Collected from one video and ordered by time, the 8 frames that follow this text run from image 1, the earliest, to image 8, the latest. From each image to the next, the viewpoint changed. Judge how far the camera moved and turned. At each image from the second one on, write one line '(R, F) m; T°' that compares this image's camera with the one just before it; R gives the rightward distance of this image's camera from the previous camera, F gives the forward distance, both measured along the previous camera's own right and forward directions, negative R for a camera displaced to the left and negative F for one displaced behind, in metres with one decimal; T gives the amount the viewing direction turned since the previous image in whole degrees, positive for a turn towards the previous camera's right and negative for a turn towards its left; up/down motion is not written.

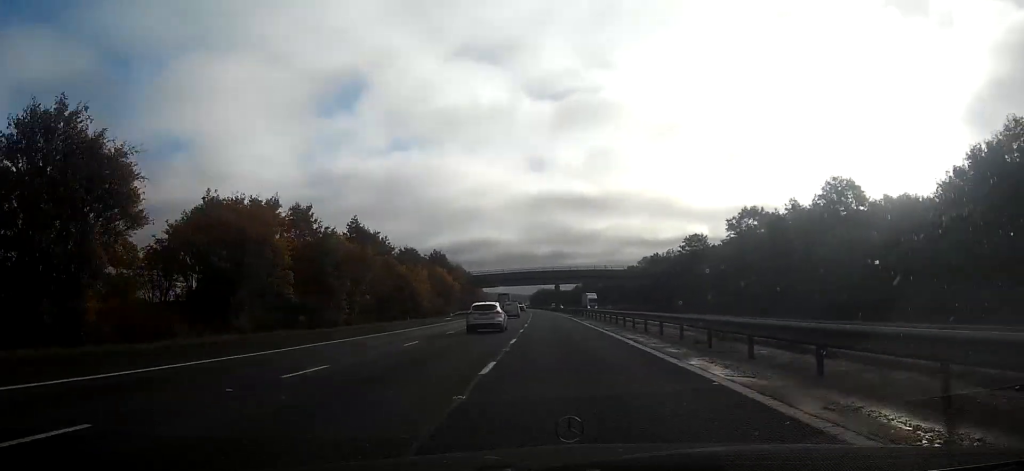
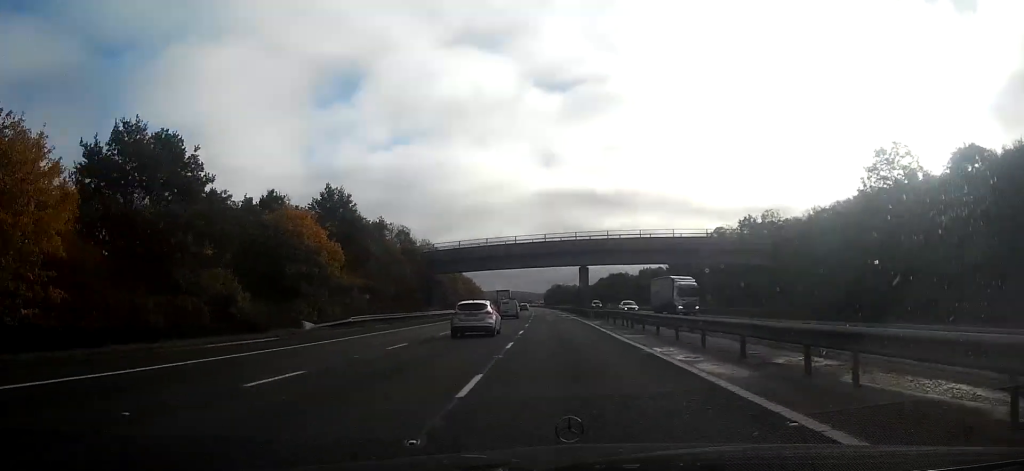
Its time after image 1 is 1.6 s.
(-1.2, +57.2) m; -2°
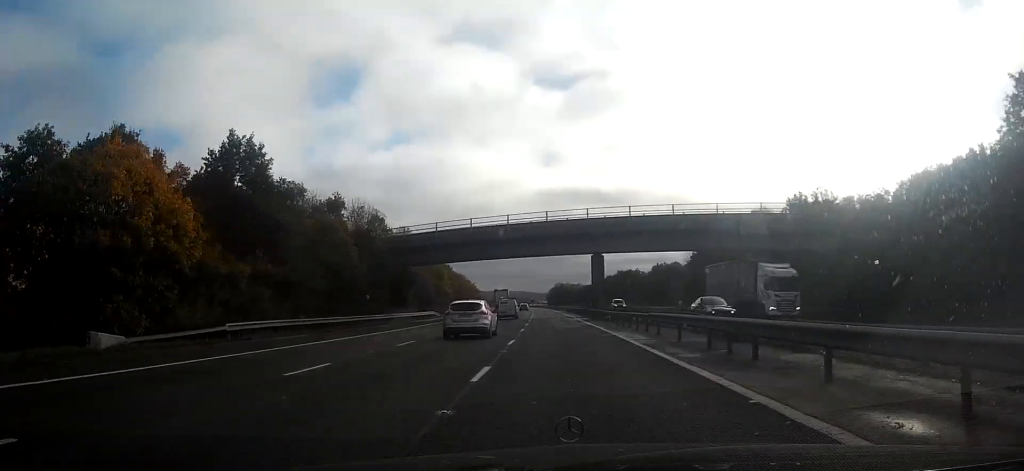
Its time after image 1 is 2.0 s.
(0.0, +16.9) m; 0°
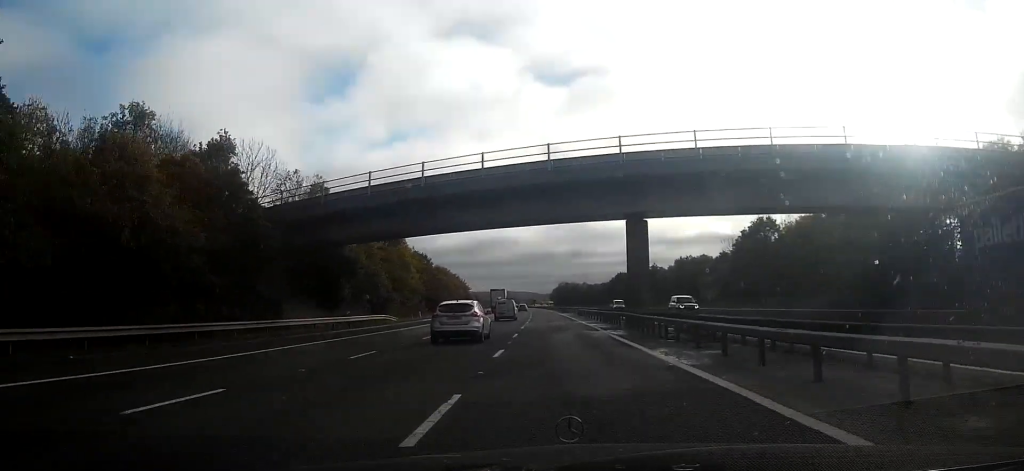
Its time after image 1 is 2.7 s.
(0.0, +22.7) m; 0°
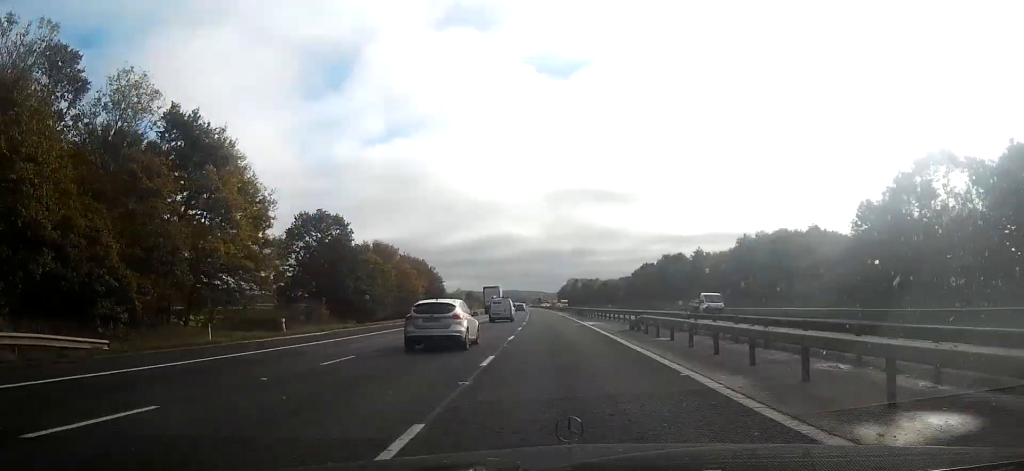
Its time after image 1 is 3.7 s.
(-0.2, +38.1) m; -1°
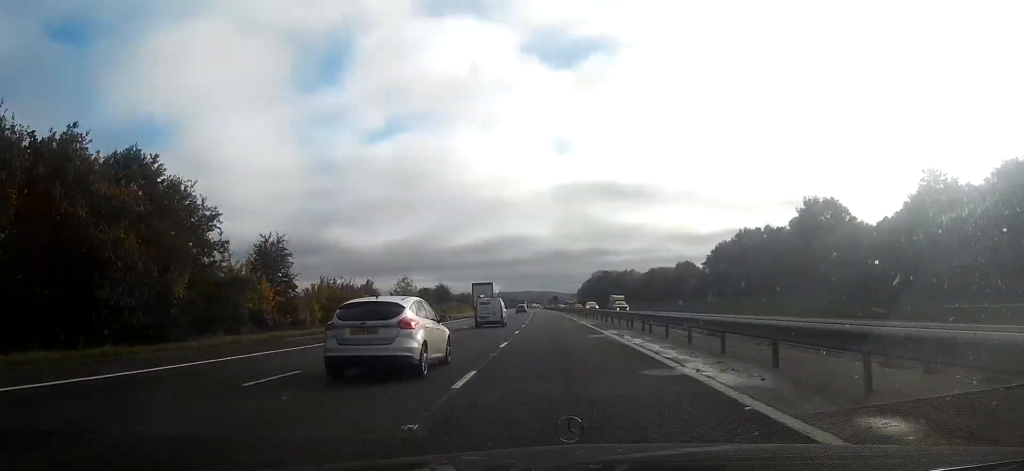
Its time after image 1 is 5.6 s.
(-1.2, +67.3) m; -2°
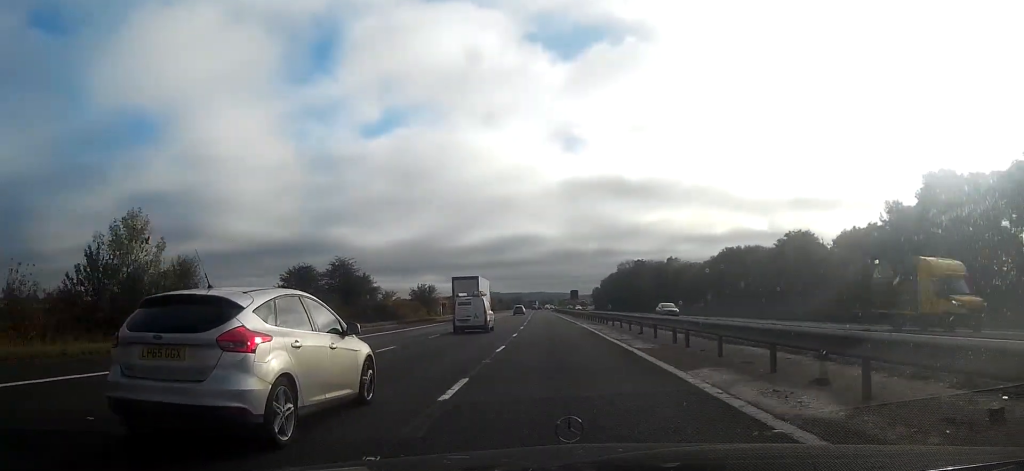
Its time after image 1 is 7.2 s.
(-0.6, +56.3) m; -1°
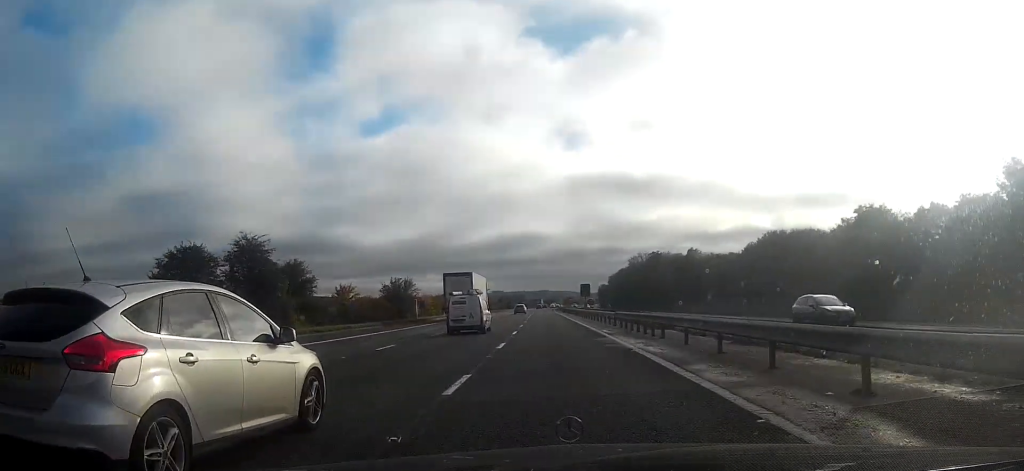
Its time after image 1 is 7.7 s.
(0.0, +17.6) m; 0°
